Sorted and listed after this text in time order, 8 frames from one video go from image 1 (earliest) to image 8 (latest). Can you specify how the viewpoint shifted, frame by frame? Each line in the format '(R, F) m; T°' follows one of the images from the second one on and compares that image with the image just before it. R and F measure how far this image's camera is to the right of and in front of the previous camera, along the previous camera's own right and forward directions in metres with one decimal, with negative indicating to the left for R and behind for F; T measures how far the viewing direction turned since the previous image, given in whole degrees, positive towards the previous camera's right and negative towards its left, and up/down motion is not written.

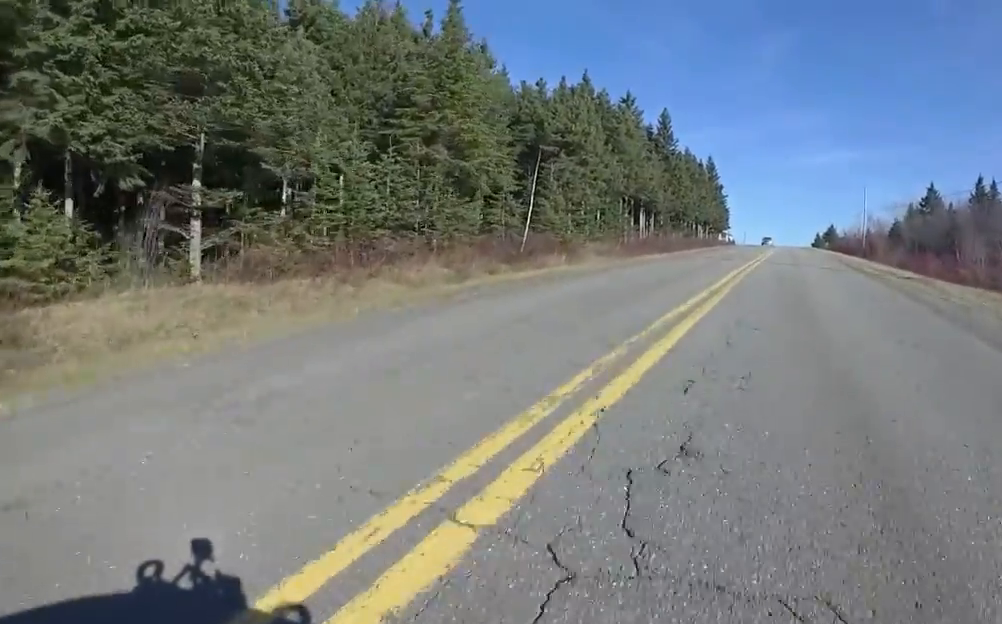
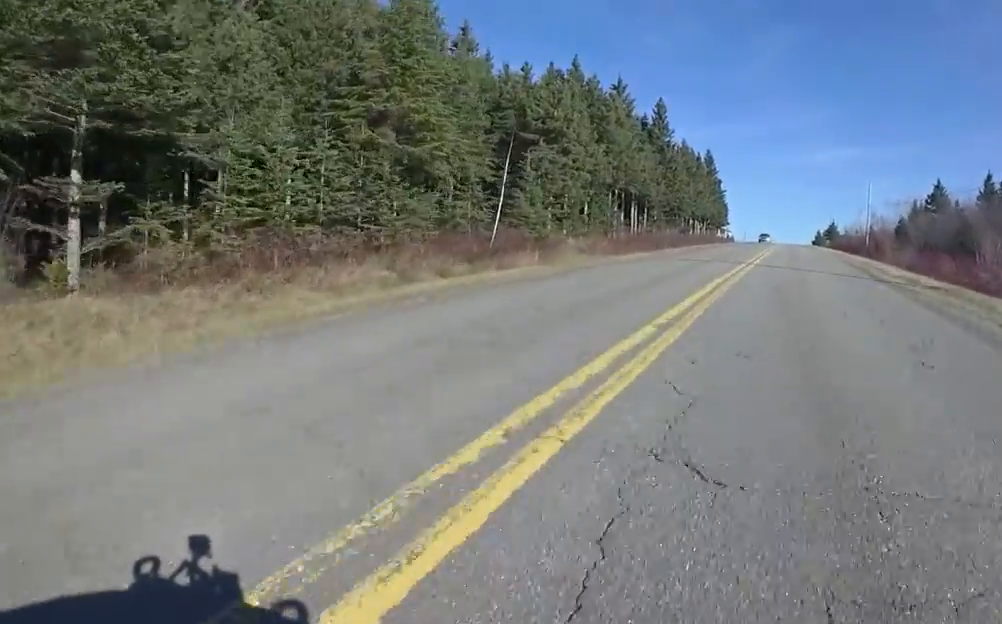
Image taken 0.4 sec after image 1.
(-0.1, +3.4) m; -1°
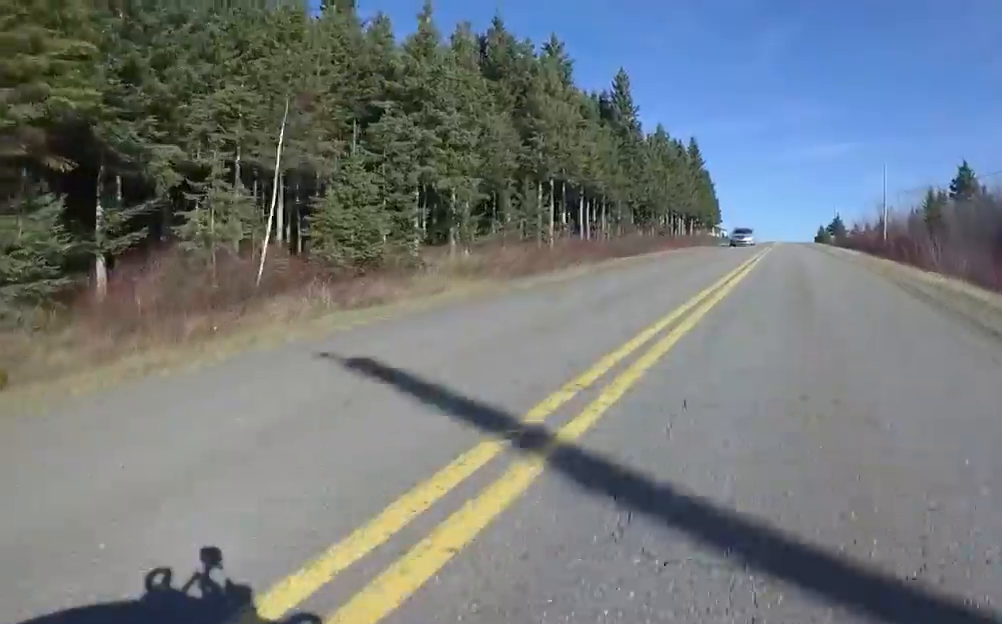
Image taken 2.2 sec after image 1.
(-0.1, +14.3) m; -4°
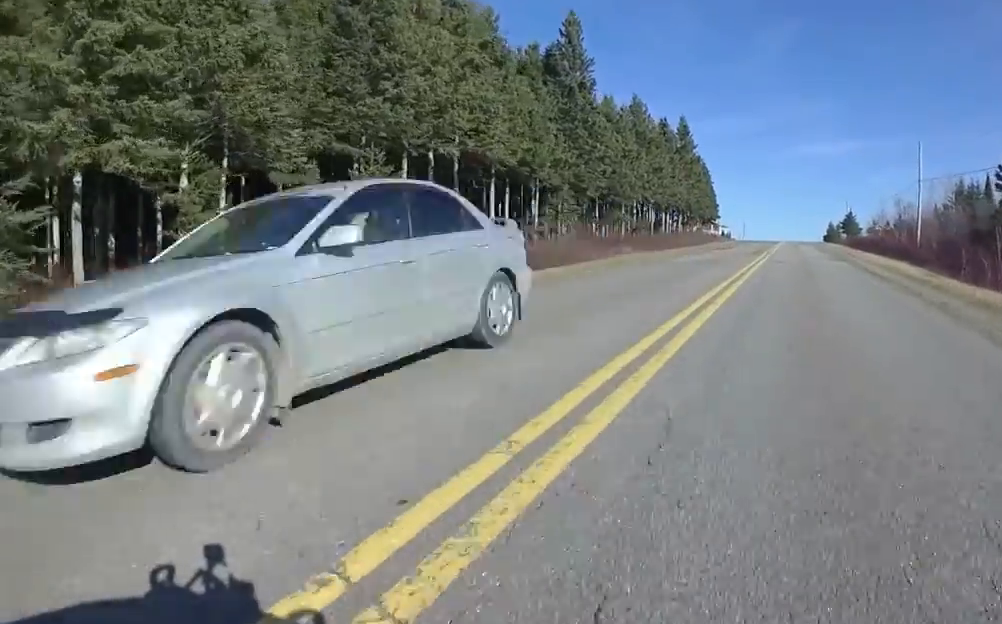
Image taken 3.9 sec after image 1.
(-0.6, +14.4) m; 0°
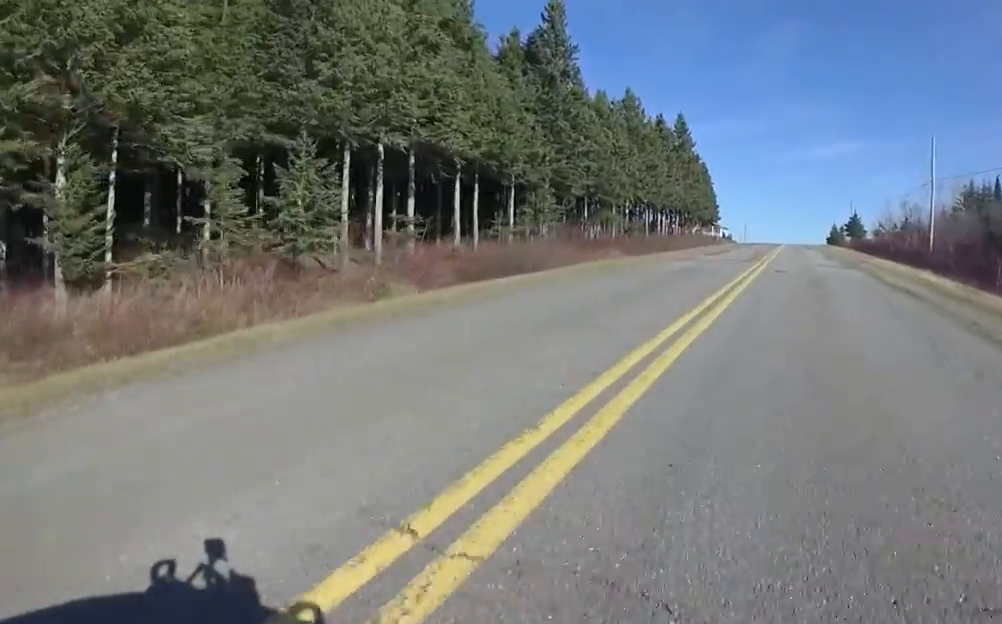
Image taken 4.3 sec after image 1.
(+0.2, +3.7) m; +2°
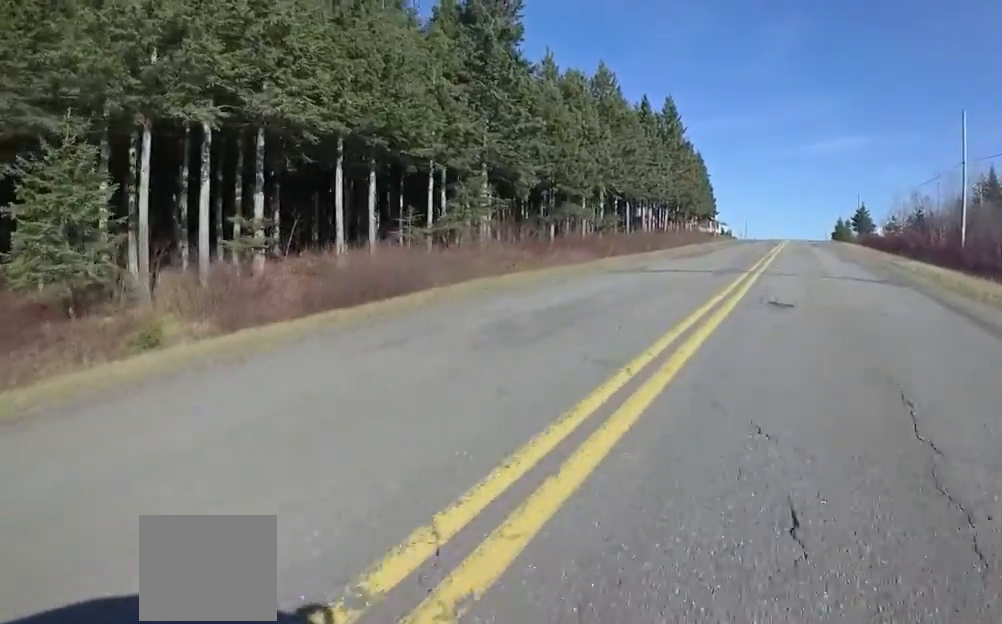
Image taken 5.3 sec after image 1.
(+0.1, +8.1) m; +1°
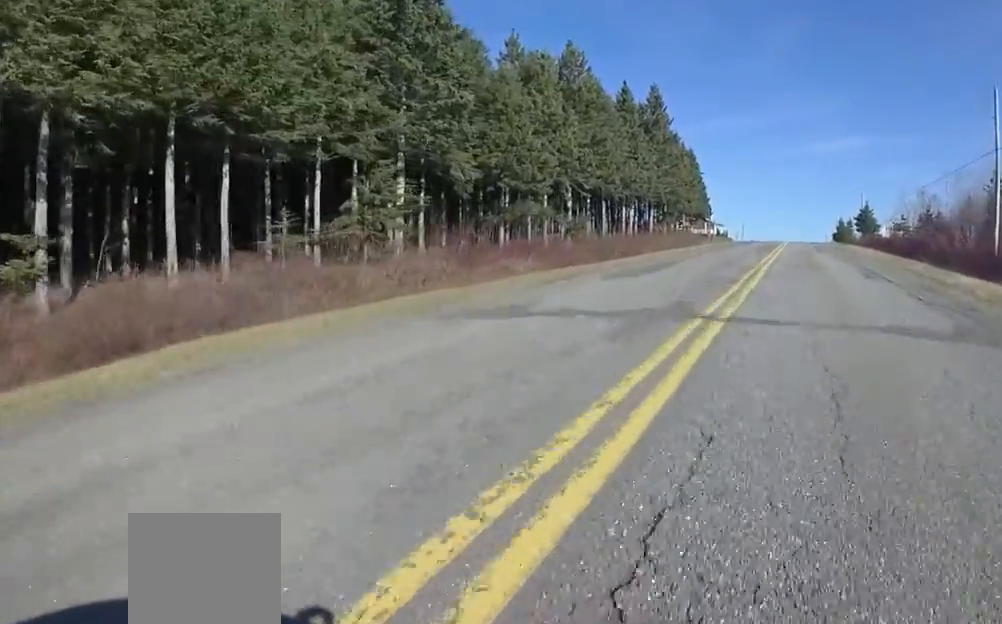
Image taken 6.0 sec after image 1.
(0.0, +6.7) m; 0°
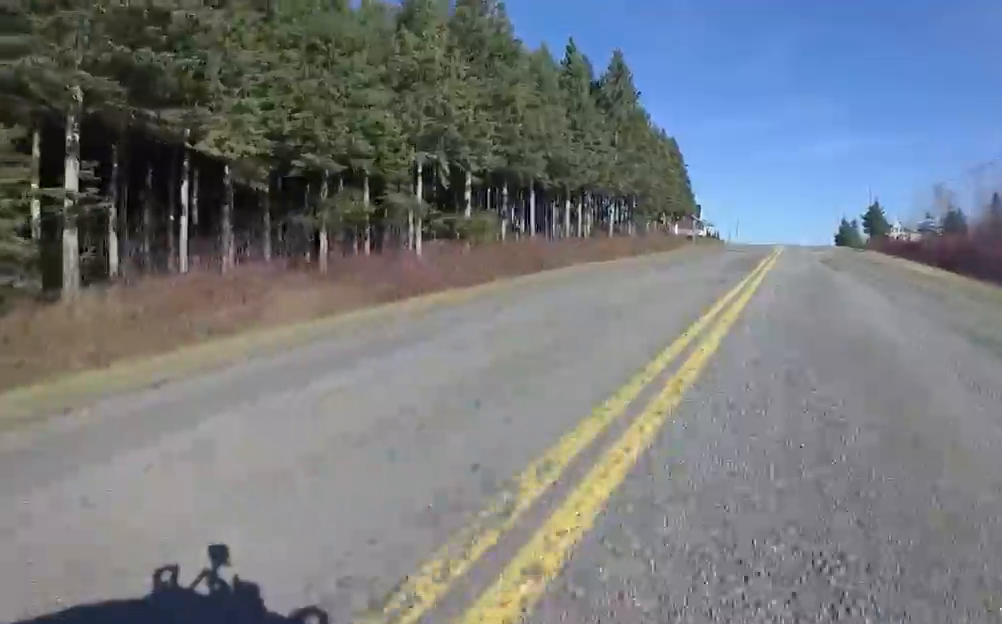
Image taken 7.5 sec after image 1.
(0.0, +12.9) m; 0°
